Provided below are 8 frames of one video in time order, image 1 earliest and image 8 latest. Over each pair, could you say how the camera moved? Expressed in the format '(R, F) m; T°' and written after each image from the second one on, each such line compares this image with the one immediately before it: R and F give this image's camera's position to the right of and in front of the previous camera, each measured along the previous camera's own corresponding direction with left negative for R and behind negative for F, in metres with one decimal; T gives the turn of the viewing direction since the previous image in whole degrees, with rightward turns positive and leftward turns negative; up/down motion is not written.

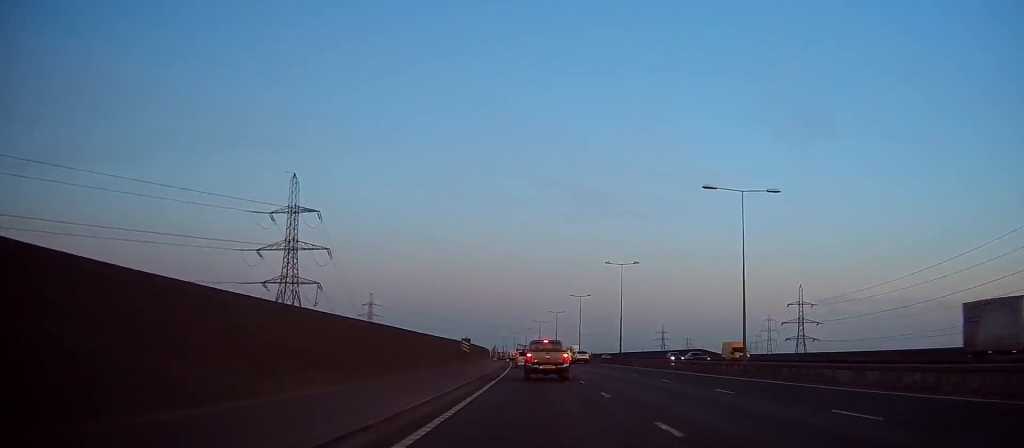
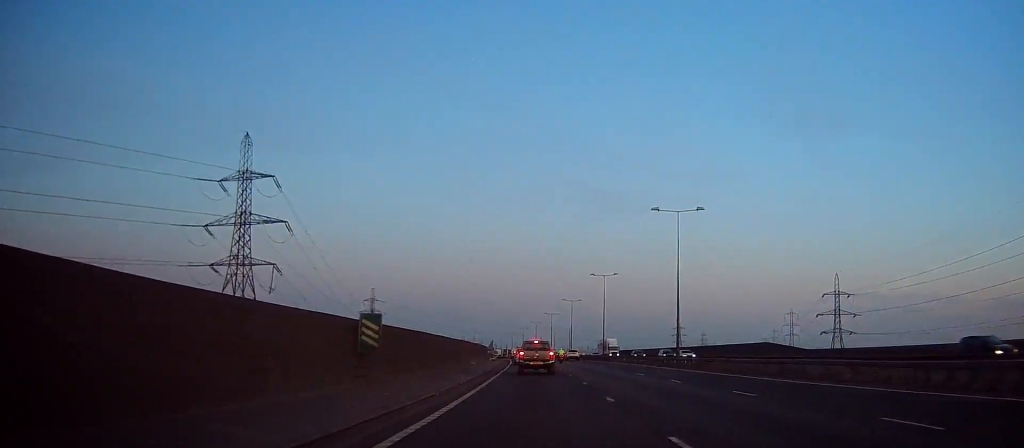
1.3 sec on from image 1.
(+0.1, +29.4) m; -1°
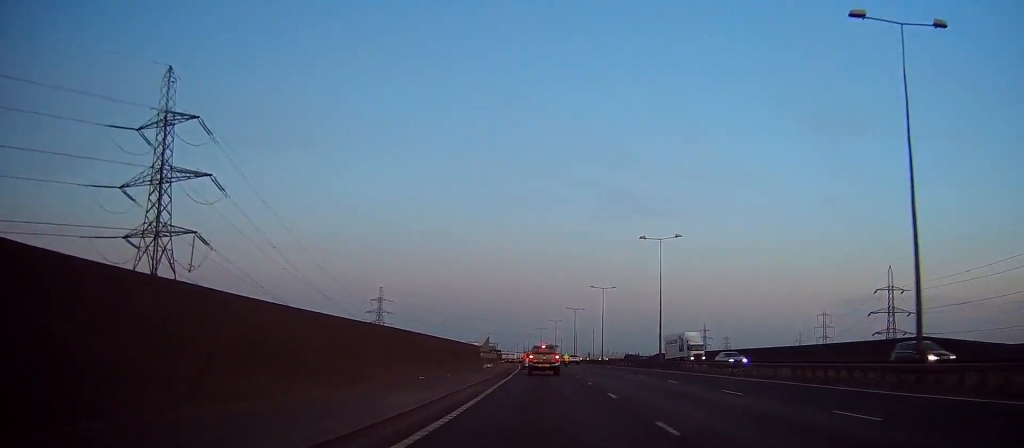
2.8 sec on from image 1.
(-0.7, +33.2) m; -2°
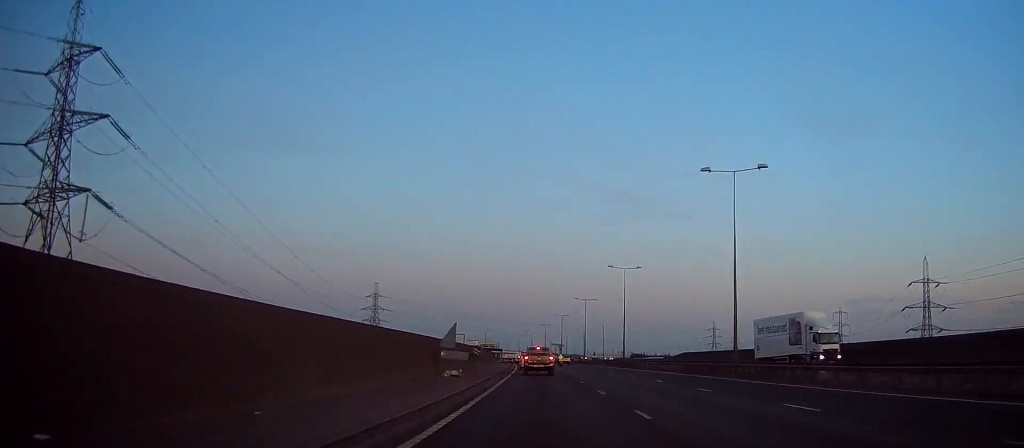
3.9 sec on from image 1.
(-0.1, +23.8) m; +1°
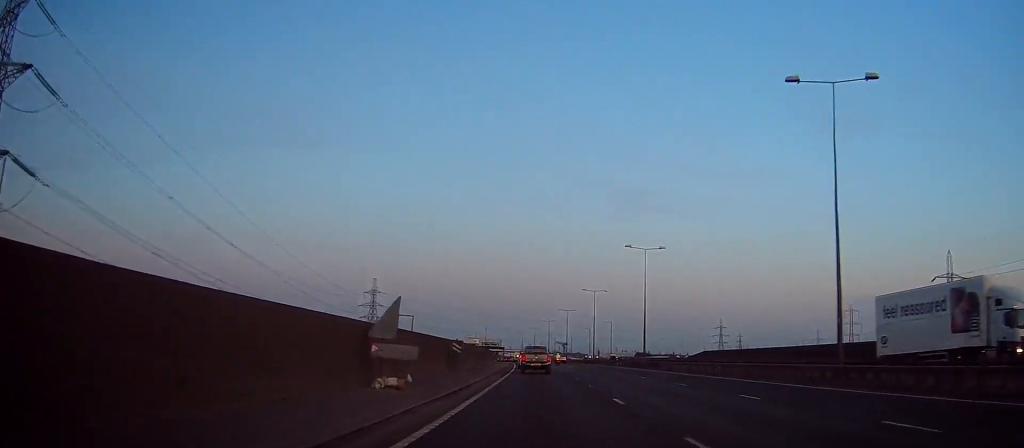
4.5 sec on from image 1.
(+0.3, +14.2) m; 0°
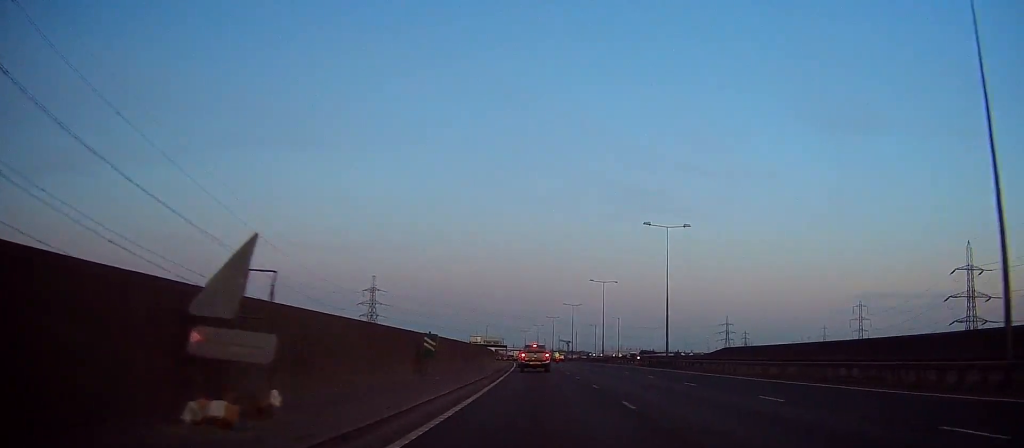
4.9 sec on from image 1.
(0.0, +10.8) m; 0°
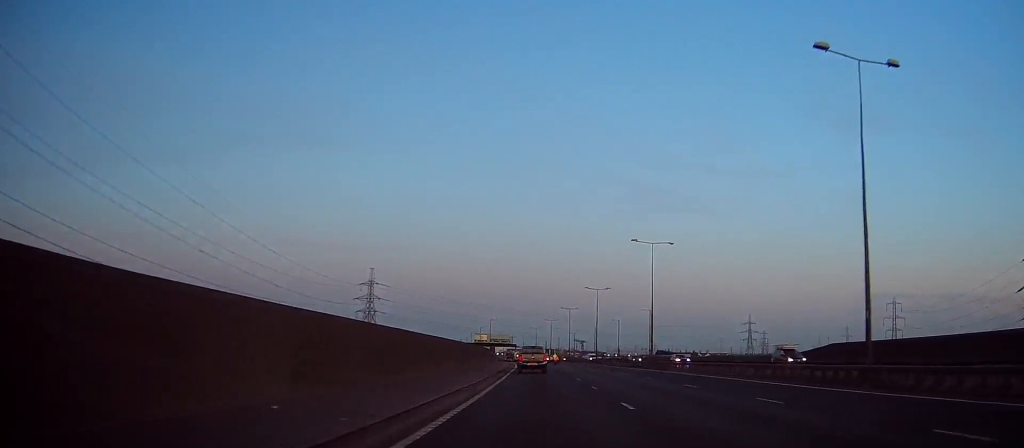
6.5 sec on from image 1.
(-0.7, +35.5) m; -2°
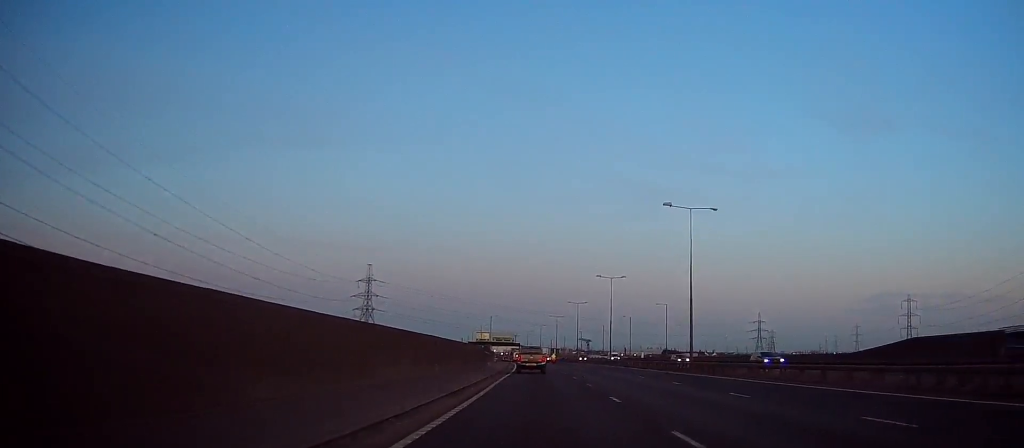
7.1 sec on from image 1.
(-0.2, +15.5) m; 0°
